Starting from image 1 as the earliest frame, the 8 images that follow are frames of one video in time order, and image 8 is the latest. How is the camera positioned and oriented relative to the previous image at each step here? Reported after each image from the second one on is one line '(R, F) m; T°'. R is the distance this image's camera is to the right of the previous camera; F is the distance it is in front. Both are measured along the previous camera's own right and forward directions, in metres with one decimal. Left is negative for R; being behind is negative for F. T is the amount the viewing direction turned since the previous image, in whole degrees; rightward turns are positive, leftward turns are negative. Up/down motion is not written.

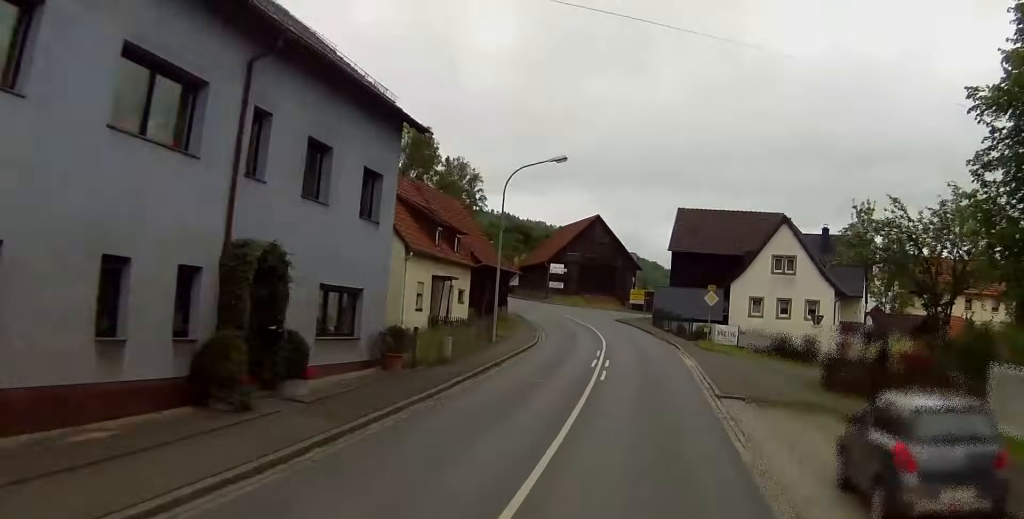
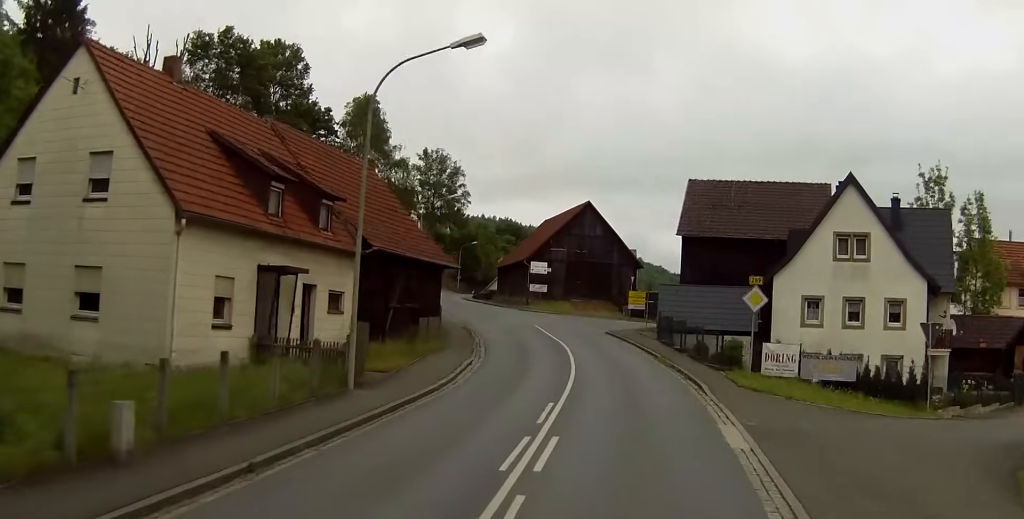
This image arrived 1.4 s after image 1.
(+0.2, +18.8) m; +1°
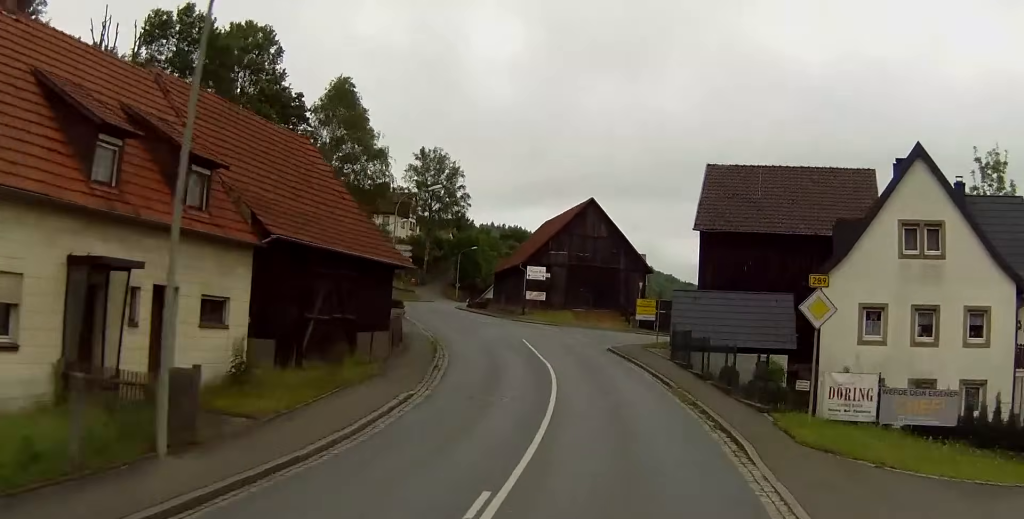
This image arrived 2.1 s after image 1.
(0.0, +8.7) m; 0°
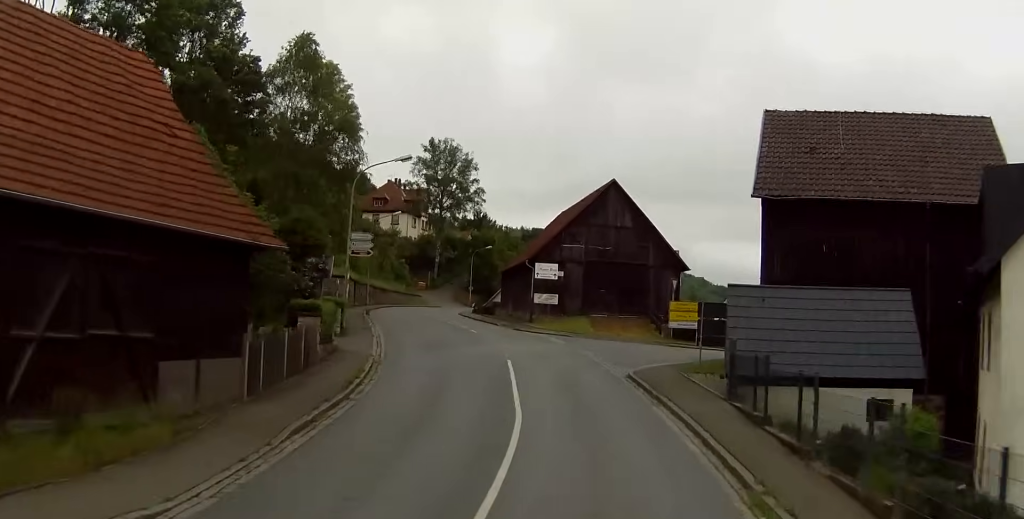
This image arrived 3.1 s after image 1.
(+0.1, +13.0) m; -1°
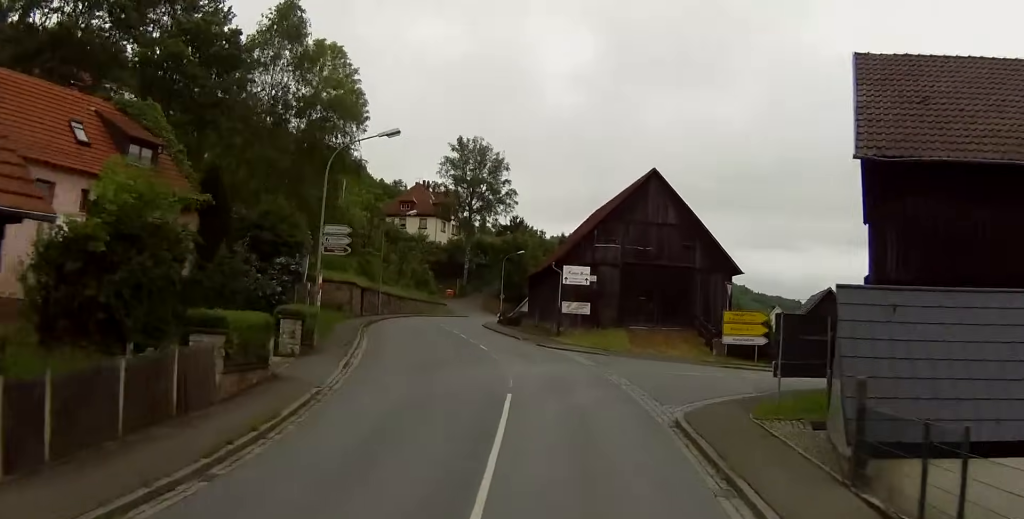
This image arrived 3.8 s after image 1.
(-0.2, +8.5) m; -2°
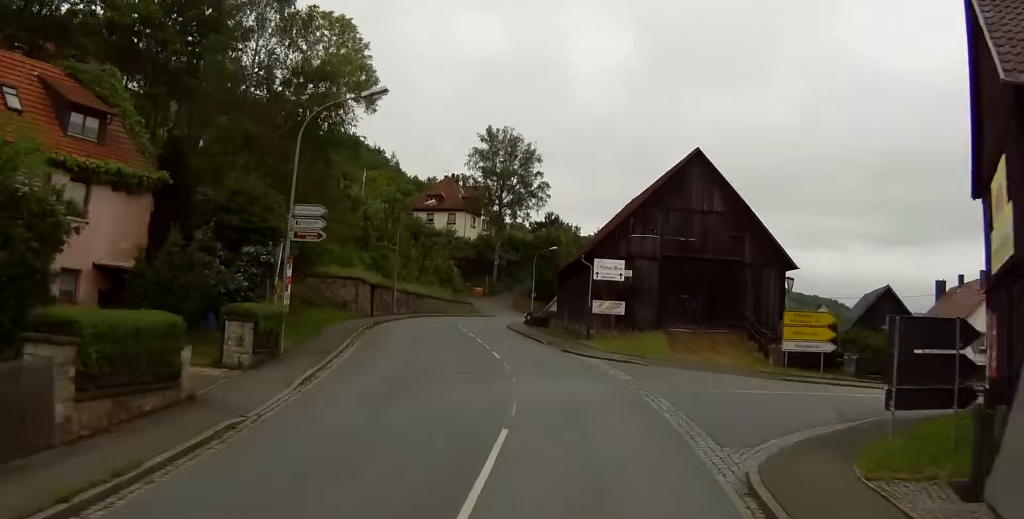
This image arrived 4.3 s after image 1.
(-0.2, +6.4) m; -1°
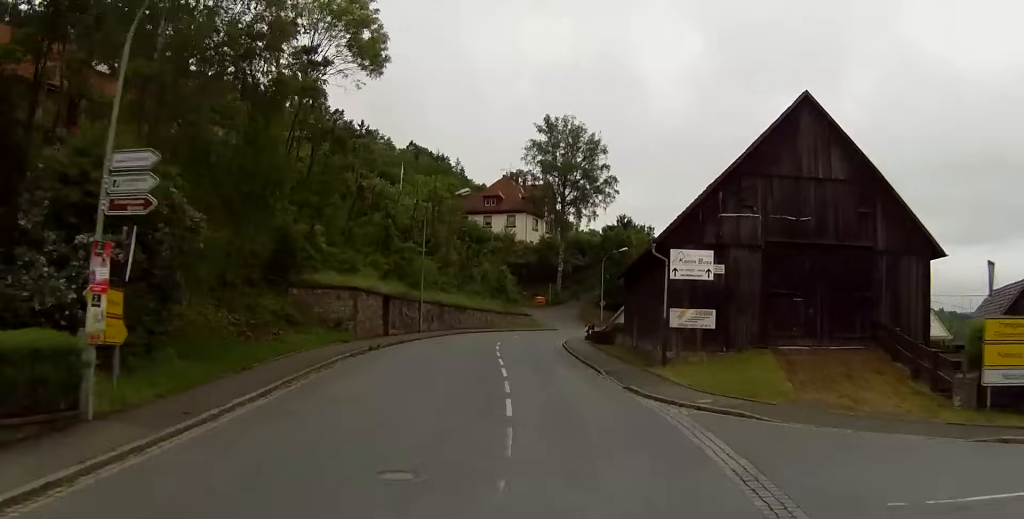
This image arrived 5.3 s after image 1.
(-0.1, +13.0) m; -3°
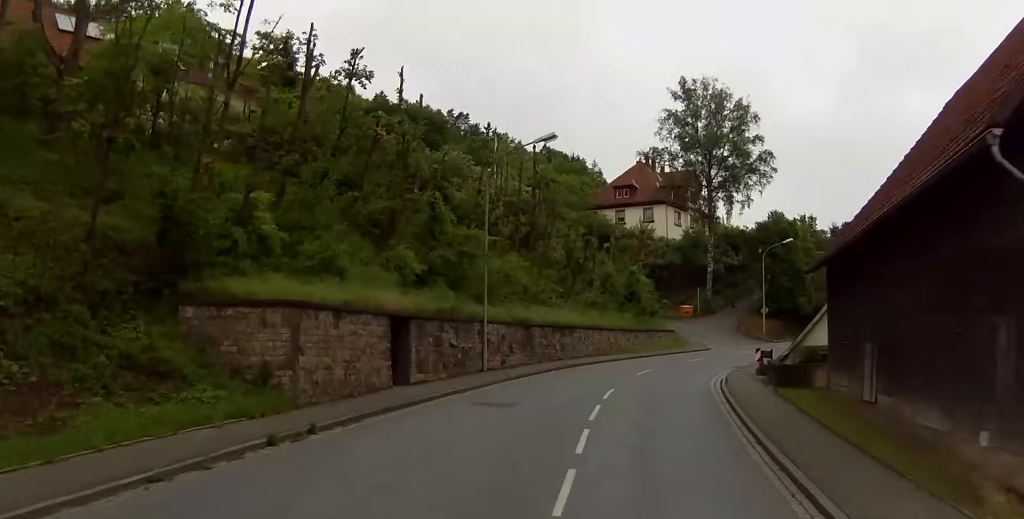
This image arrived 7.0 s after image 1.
(-2.0, +20.6) m; -10°
